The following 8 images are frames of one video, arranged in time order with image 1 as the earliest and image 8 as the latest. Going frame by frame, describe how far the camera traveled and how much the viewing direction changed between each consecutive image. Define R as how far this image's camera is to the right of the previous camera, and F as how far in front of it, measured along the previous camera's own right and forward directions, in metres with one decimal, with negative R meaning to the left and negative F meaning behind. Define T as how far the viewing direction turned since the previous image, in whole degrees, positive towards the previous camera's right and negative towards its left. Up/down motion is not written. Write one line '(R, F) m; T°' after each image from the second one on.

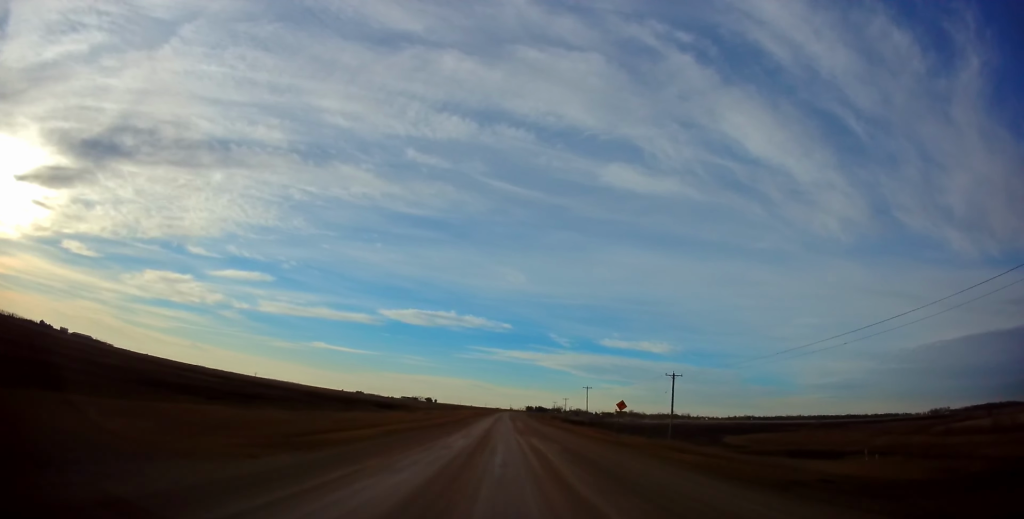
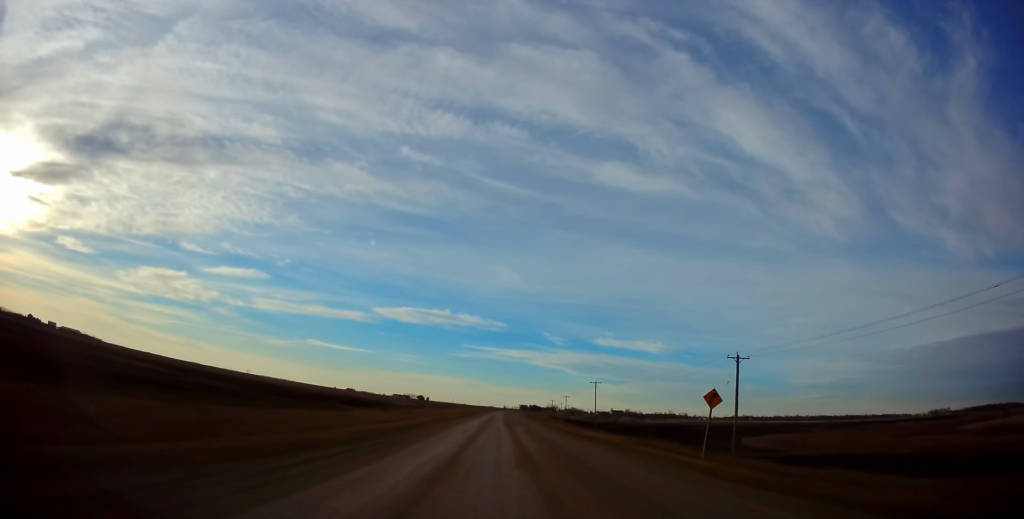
(+0.3, +25.1) m; +1°
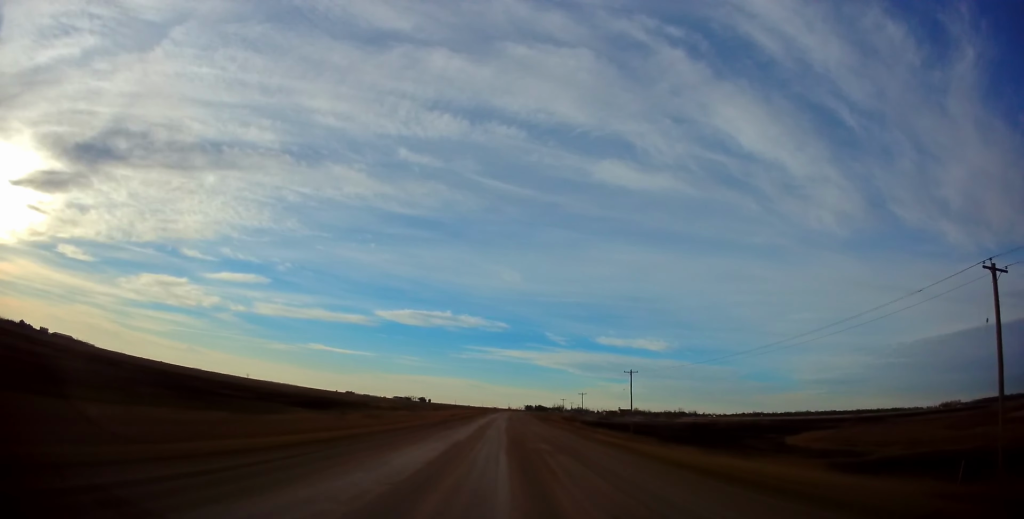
(0.0, +34.5) m; 0°
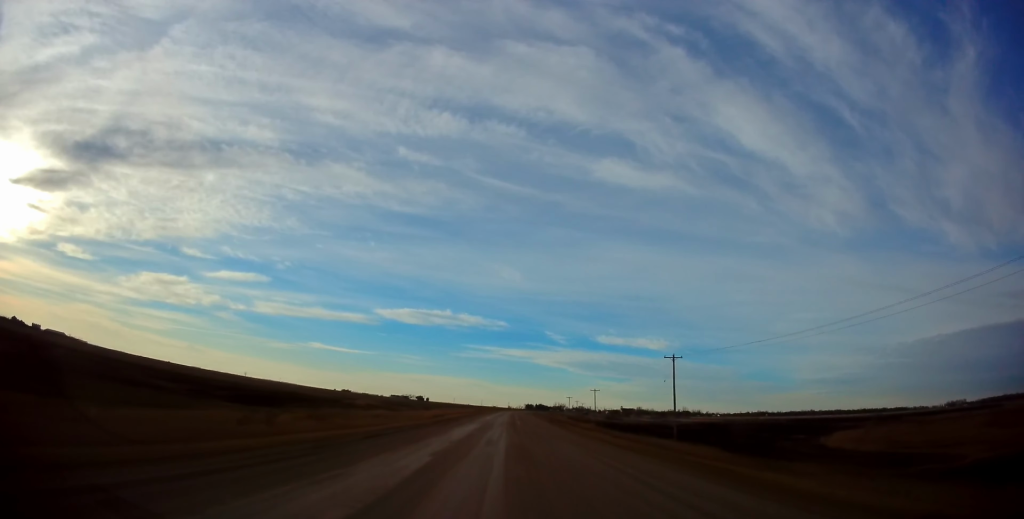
(0.0, +27.2) m; 0°
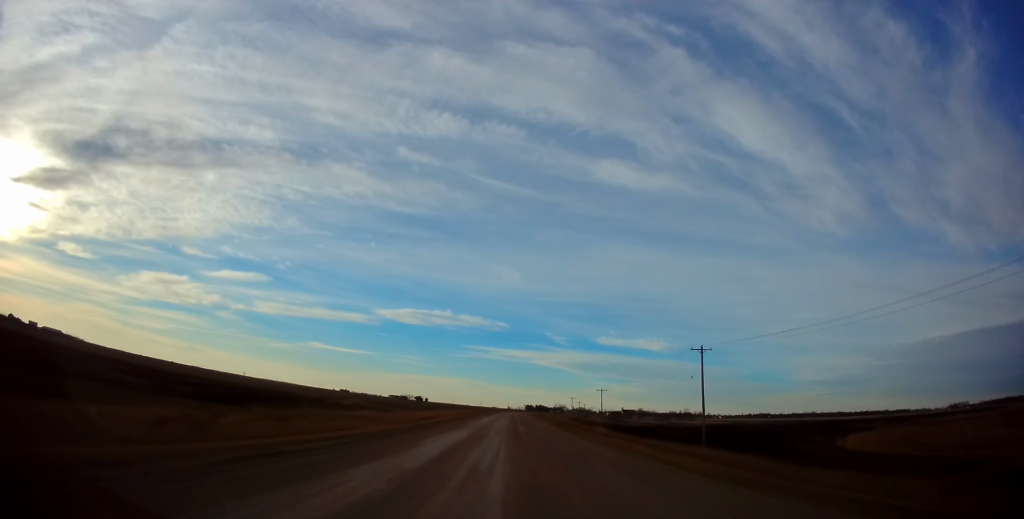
(0.0, +12.6) m; 0°
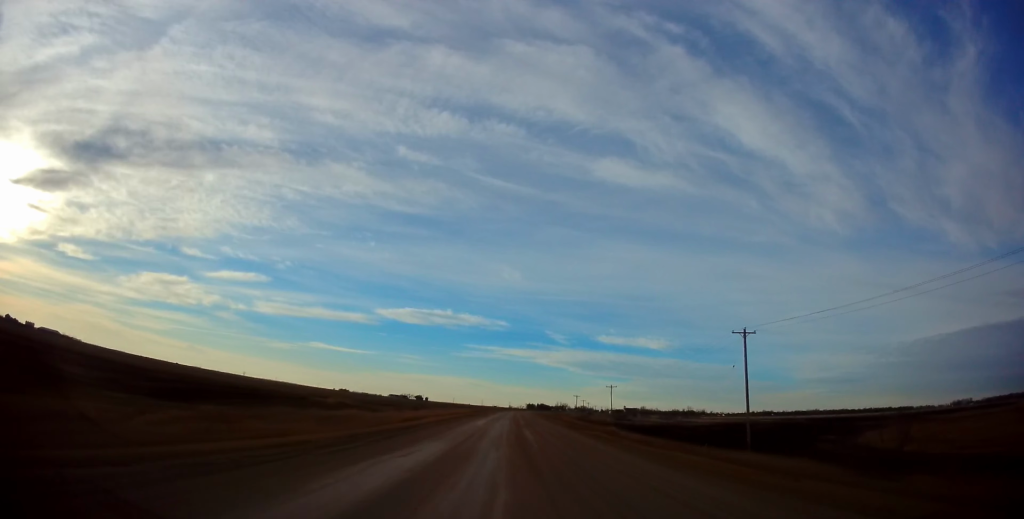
(0.0, +14.1) m; 0°
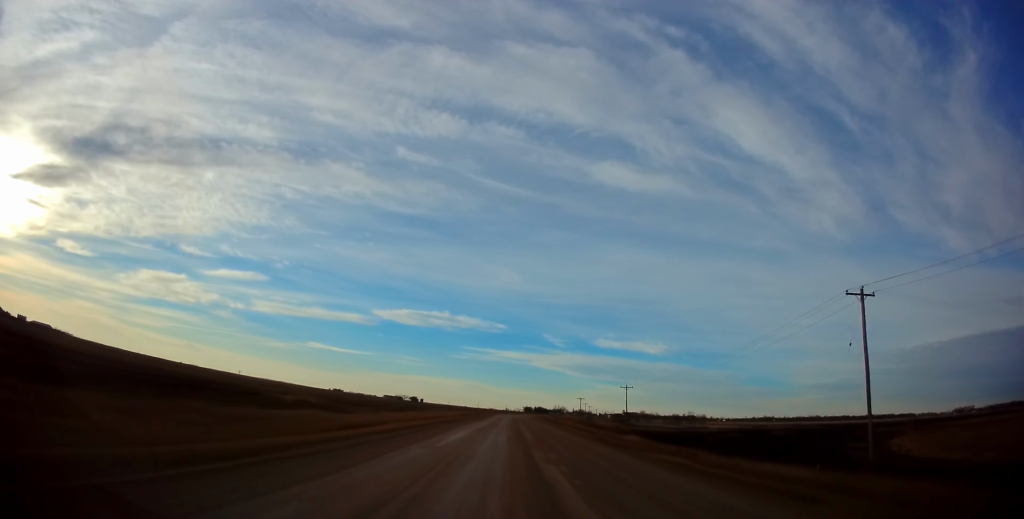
(-0.1, +21.8) m; 0°
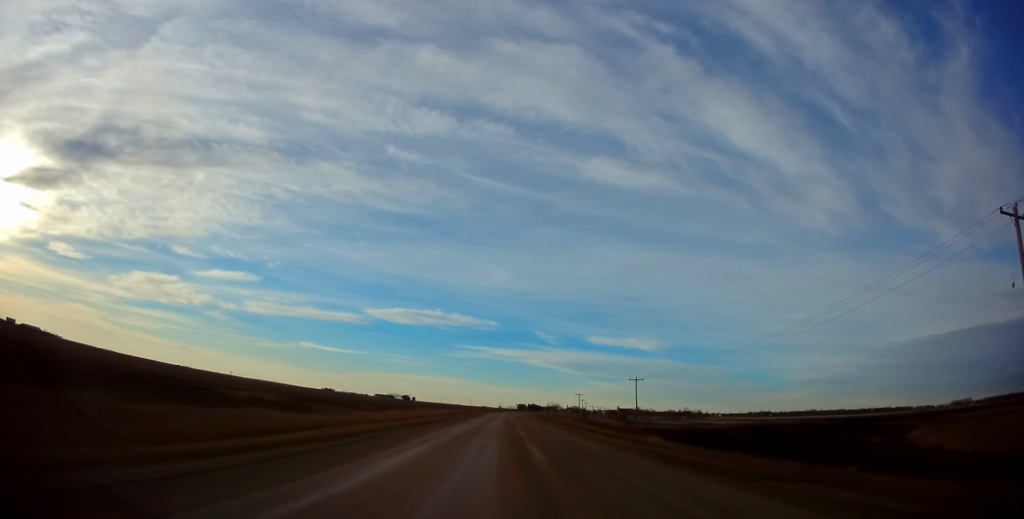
(+0.1, +15.3) m; +1°
